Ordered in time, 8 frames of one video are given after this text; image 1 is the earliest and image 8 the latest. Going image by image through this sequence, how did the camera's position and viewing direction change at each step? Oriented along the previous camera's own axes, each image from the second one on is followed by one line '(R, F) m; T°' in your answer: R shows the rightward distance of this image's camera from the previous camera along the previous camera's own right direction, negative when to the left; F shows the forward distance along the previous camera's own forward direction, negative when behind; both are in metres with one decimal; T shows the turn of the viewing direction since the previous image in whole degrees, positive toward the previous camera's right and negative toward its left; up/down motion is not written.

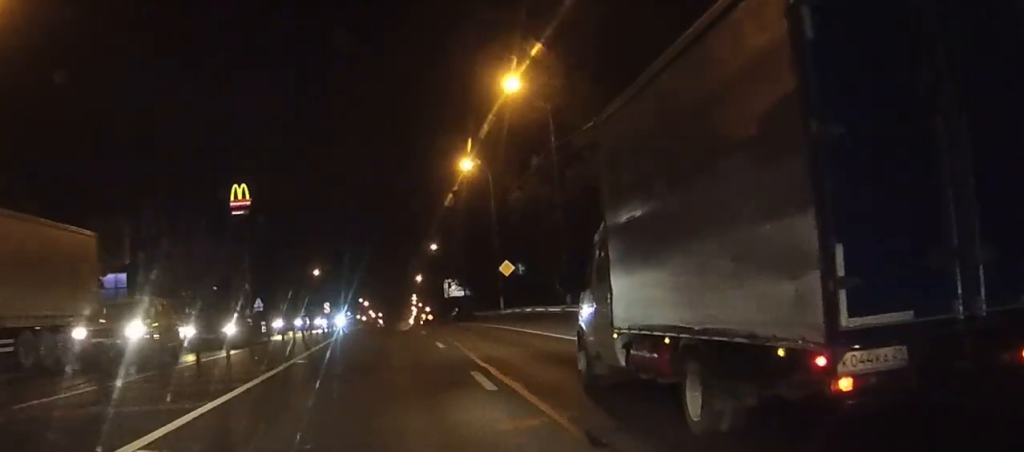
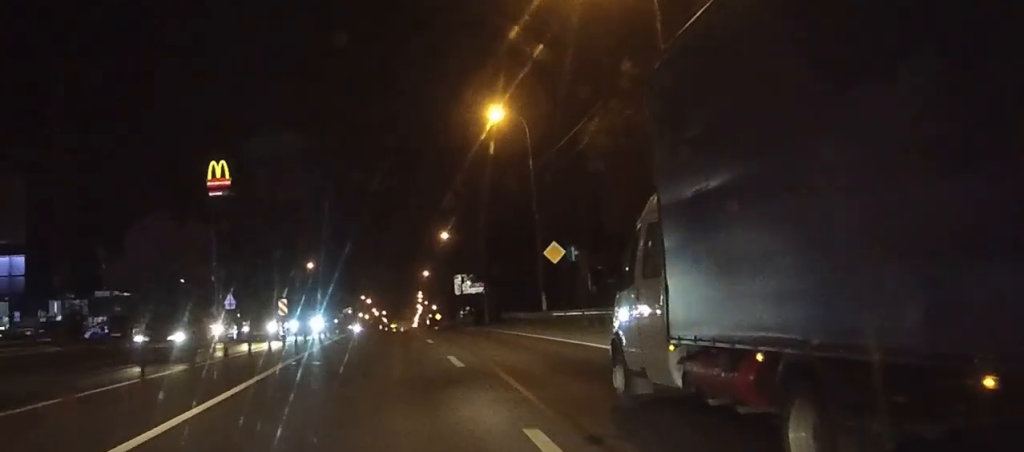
(0.0, +18.8) m; 0°
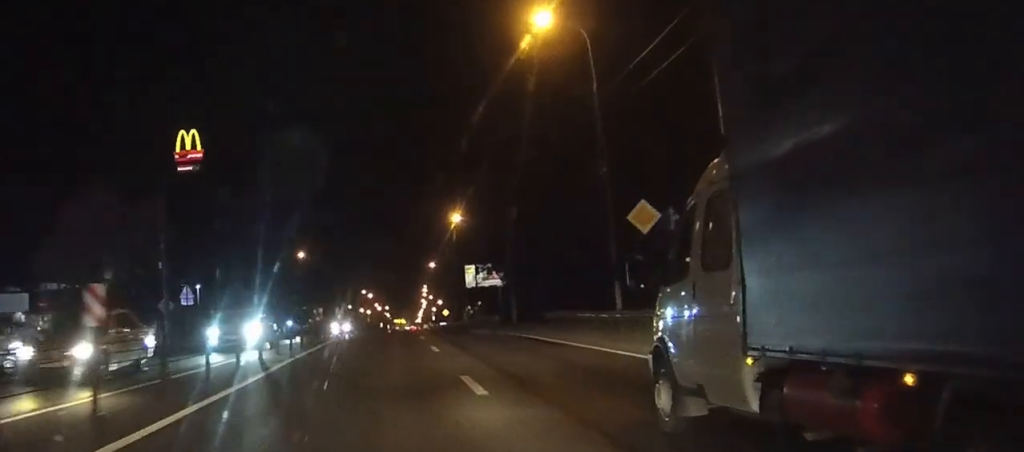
(-0.1, +17.2) m; 0°
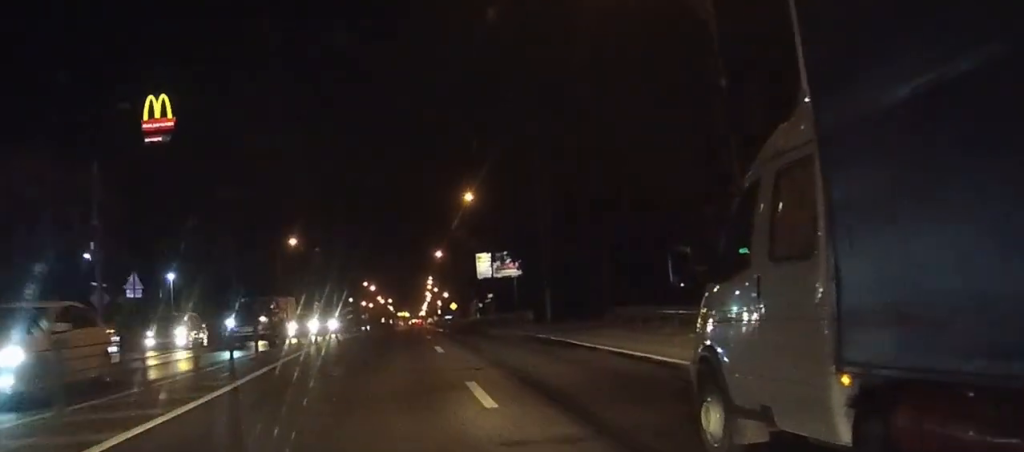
(0.0, +13.3) m; 0°
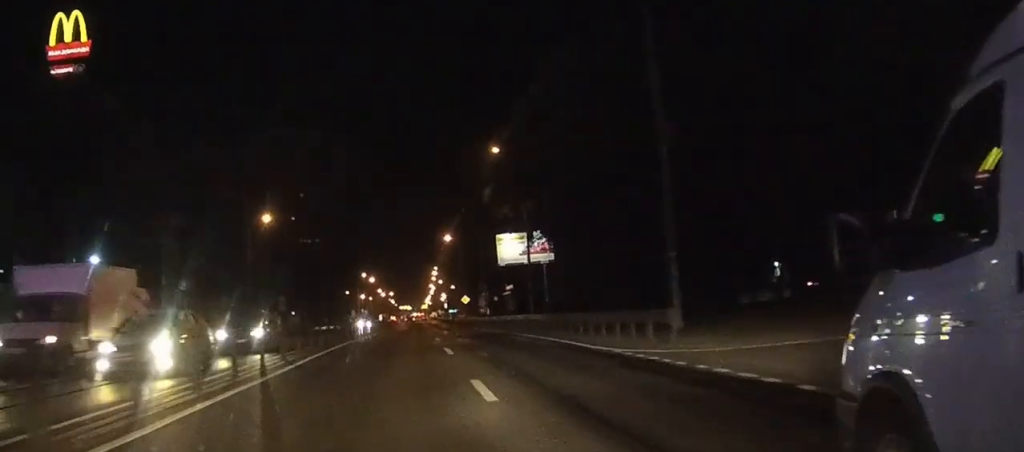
(-0.1, +22.9) m; 0°
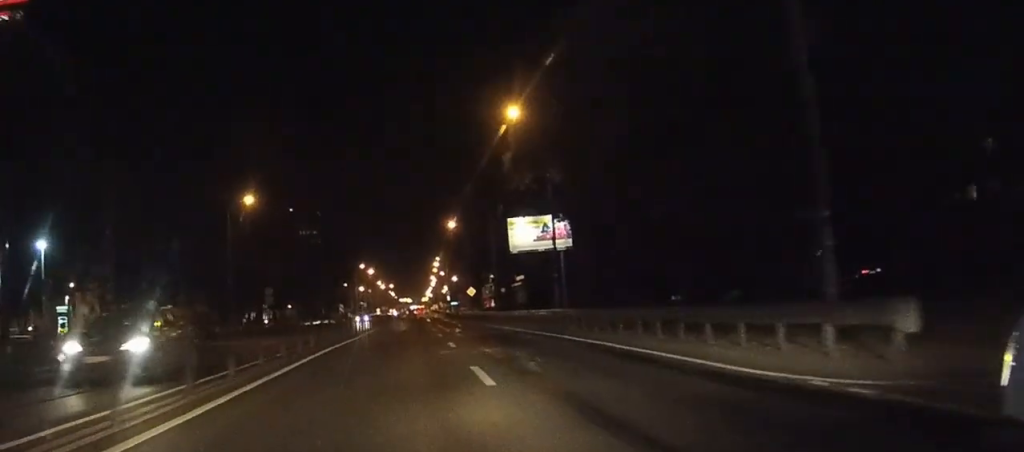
(0.0, +10.0) m; 0°
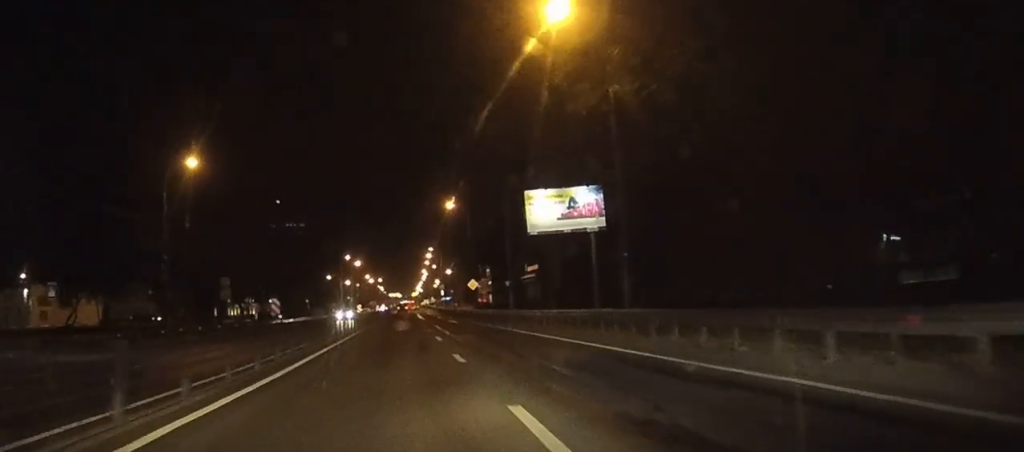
(0.0, +17.9) m; +1°
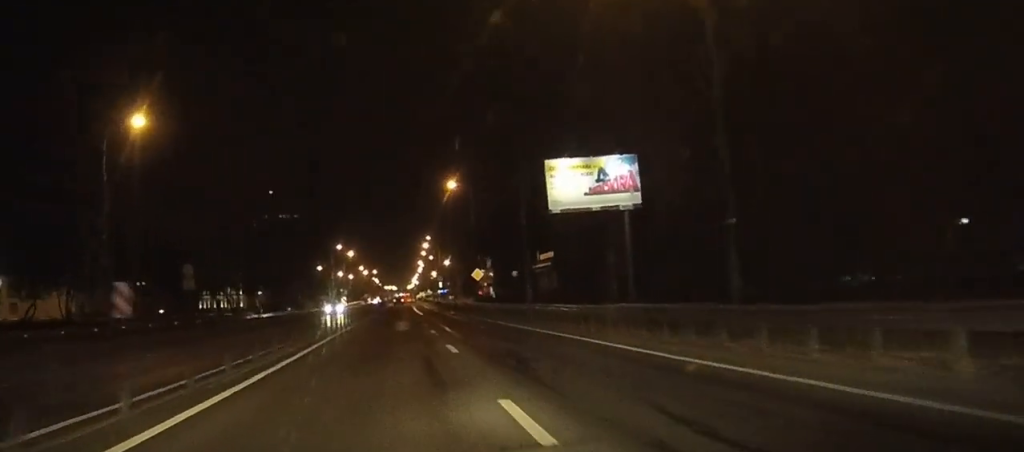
(+0.1, +11.5) m; 0°
